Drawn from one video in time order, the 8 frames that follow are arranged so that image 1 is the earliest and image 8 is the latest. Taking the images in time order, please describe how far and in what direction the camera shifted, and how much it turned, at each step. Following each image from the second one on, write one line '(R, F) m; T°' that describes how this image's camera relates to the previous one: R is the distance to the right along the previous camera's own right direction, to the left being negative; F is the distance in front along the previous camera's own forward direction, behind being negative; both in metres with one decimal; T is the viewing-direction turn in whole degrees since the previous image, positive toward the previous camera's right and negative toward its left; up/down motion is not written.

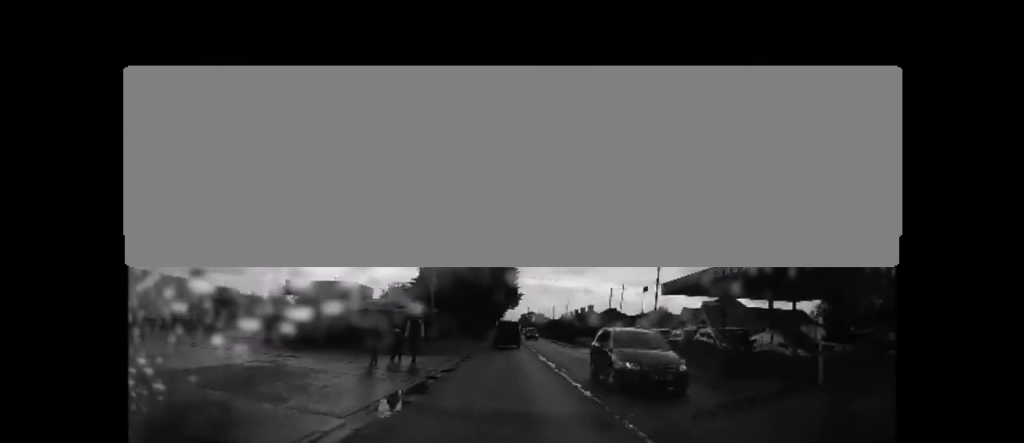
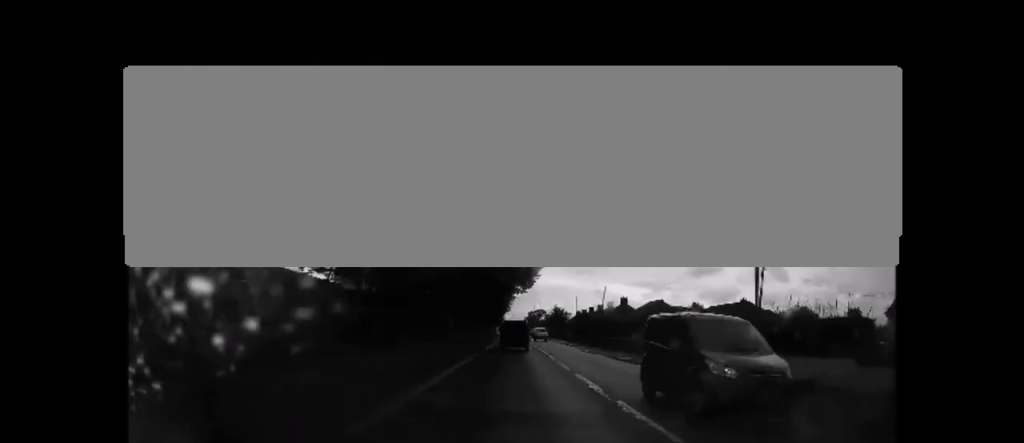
(-0.4, +38.1) m; -1°
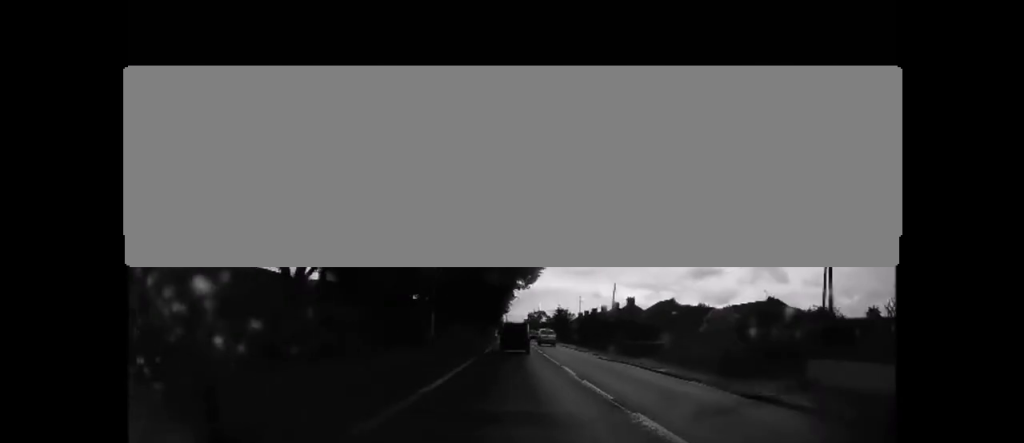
(0.0, +7.4) m; 0°
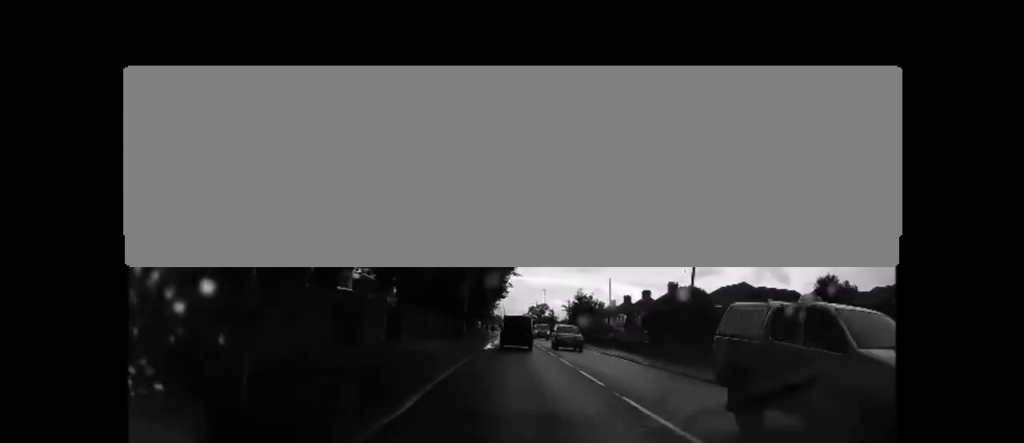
(-0.1, +29.5) m; -1°
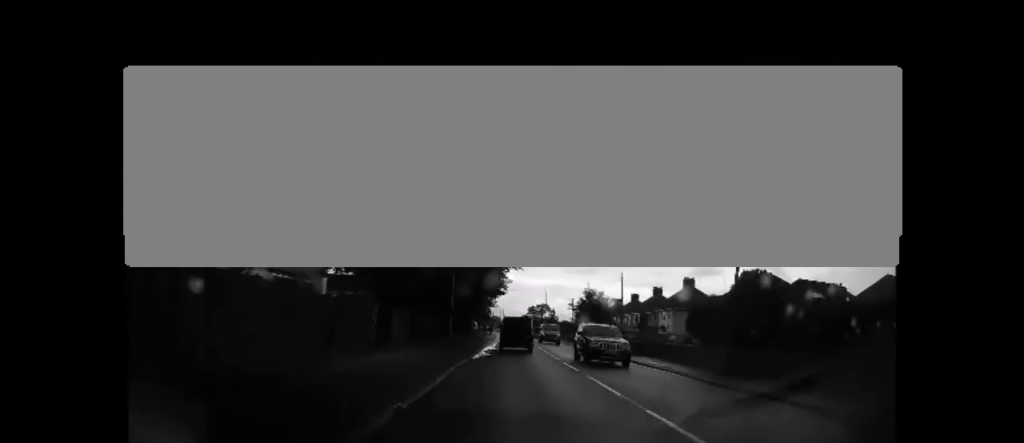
(0.0, +7.8) m; +1°
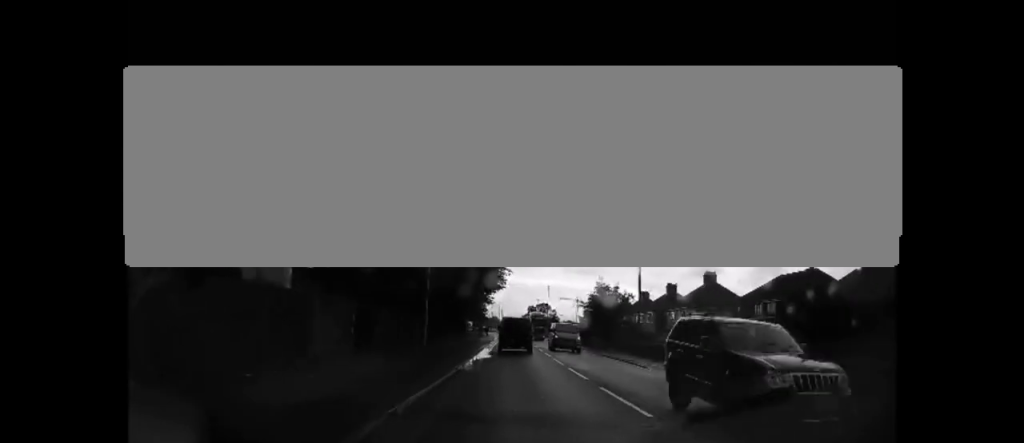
(-0.1, +8.3) m; +1°
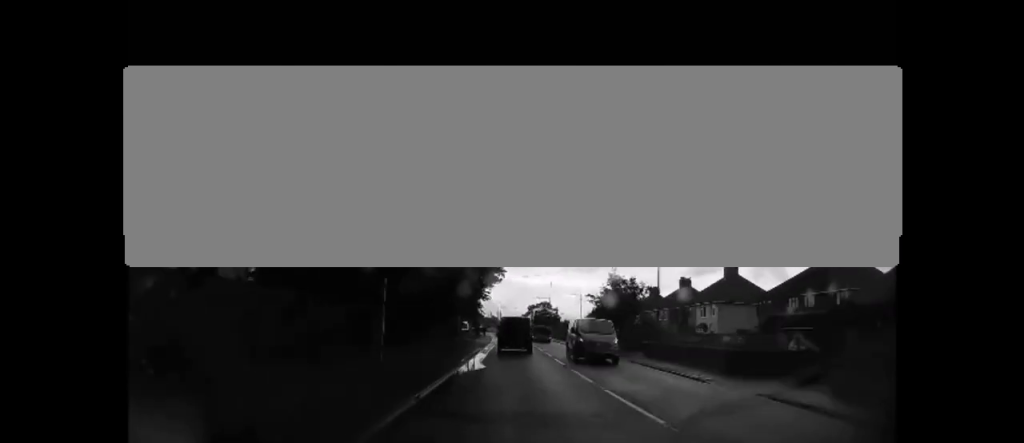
(+0.2, +6.7) m; +1°
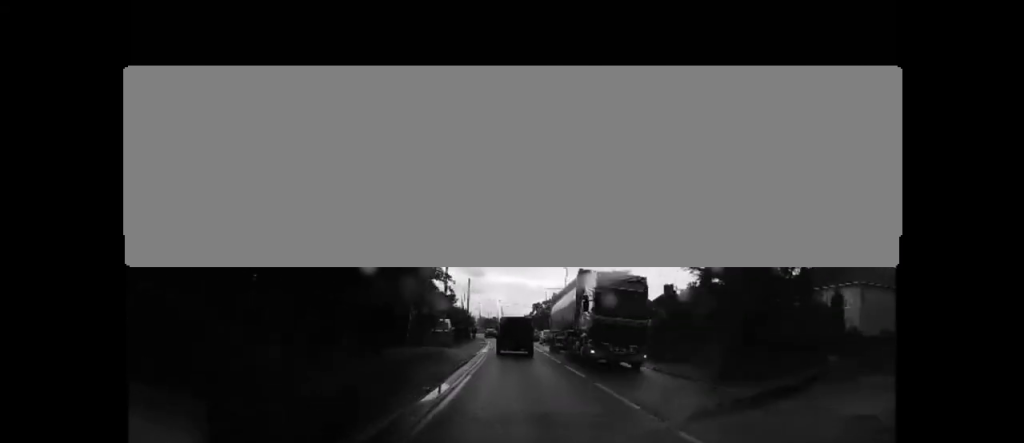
(+0.2, +23.2) m; +1°
